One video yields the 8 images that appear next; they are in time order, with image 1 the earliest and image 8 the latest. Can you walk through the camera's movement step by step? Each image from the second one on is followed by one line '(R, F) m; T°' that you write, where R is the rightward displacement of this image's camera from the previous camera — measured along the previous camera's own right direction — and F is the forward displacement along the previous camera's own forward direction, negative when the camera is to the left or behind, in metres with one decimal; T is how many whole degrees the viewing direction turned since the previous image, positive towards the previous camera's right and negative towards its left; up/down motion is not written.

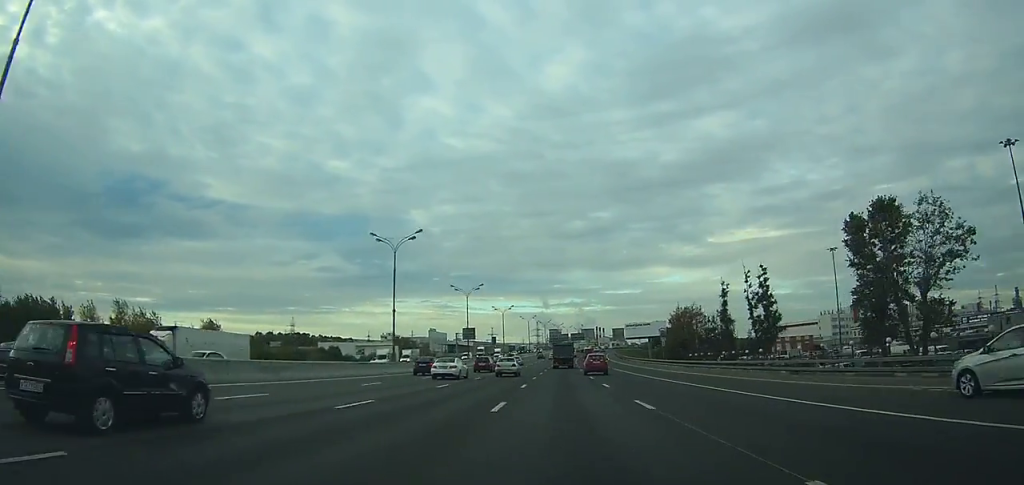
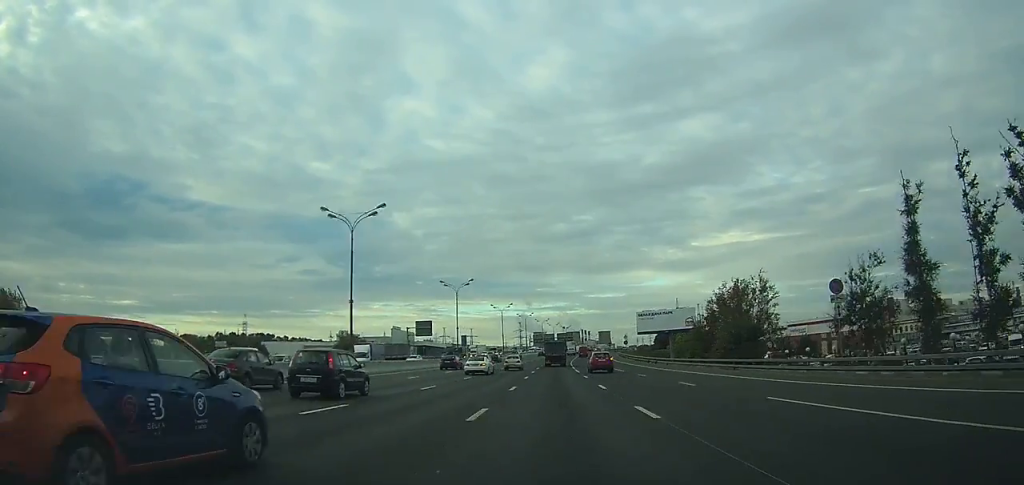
(+0.7, +49.6) m; +1°
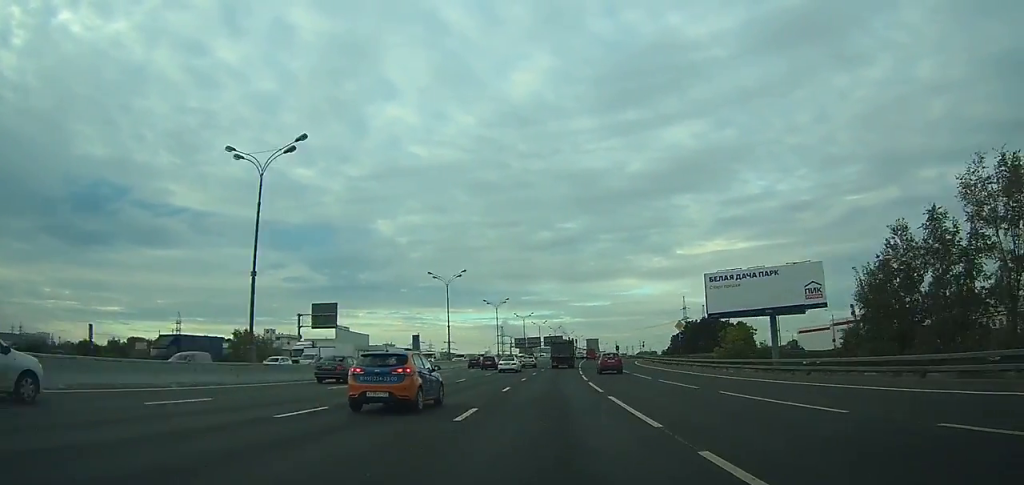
(+0.7, +62.5) m; +2°
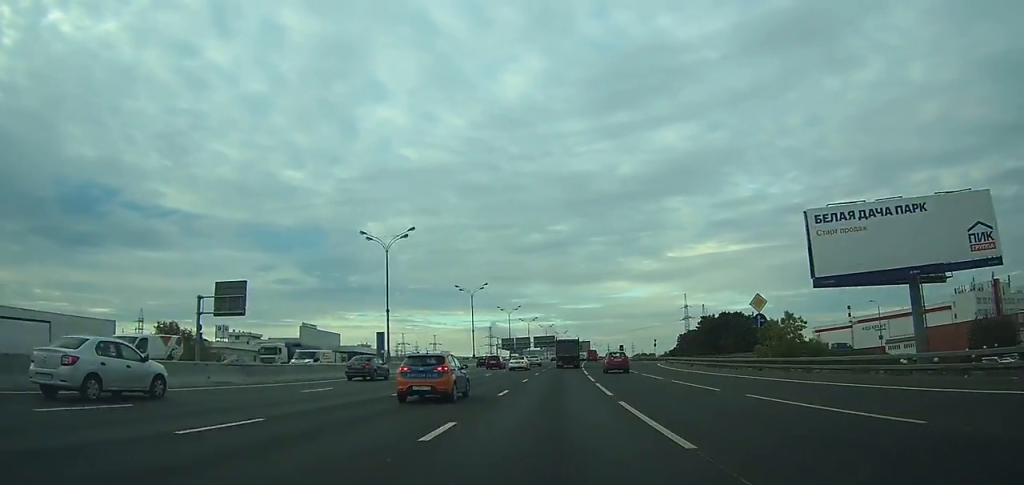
(+0.2, +26.2) m; +1°
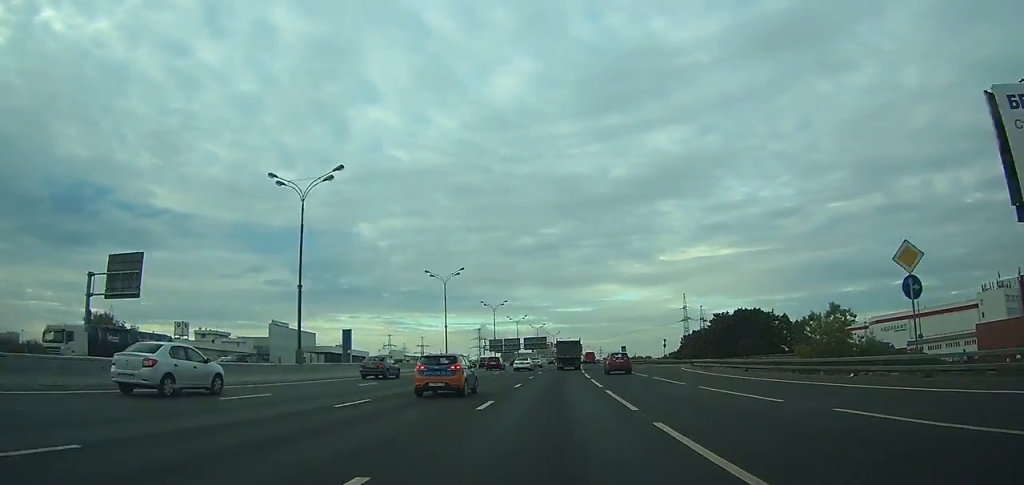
(0.0, +17.3) m; +1°
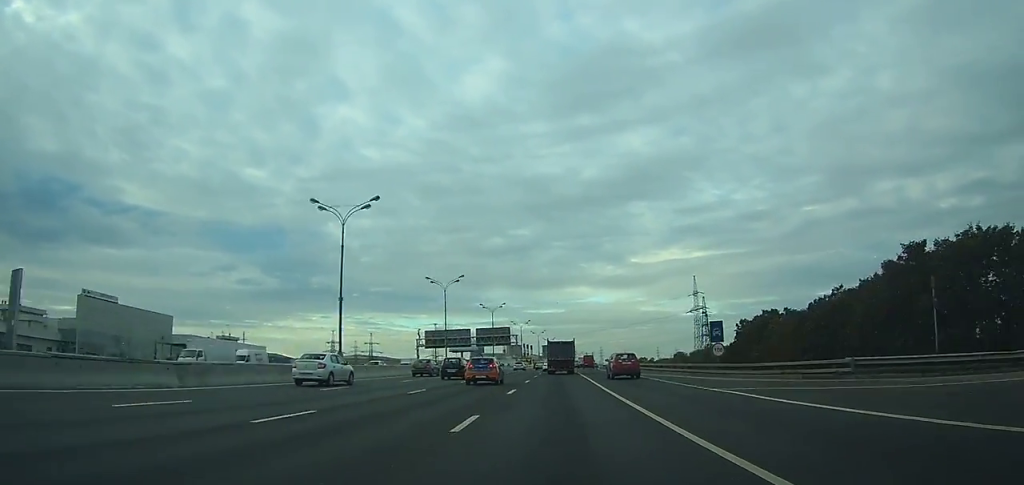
(+1.7, +73.3) m; +2°
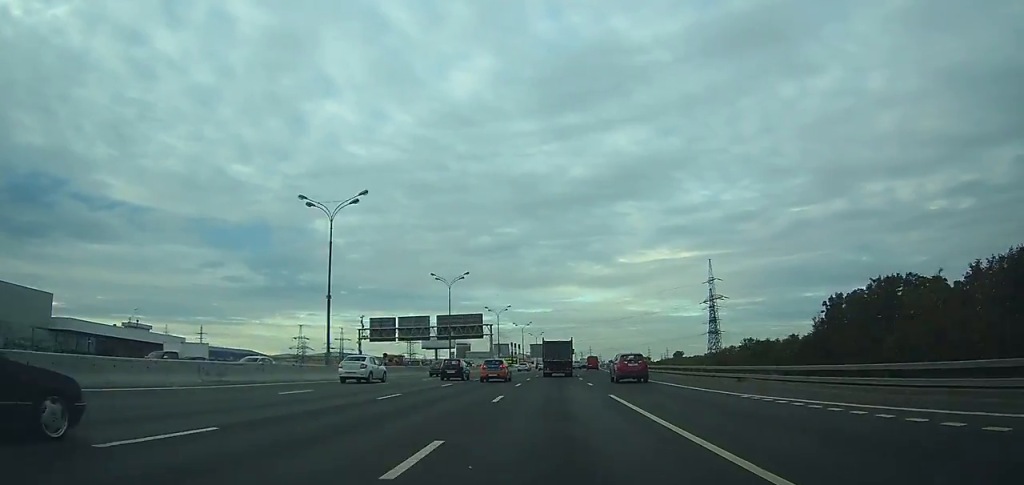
(+0.3, +40.8) m; +1°
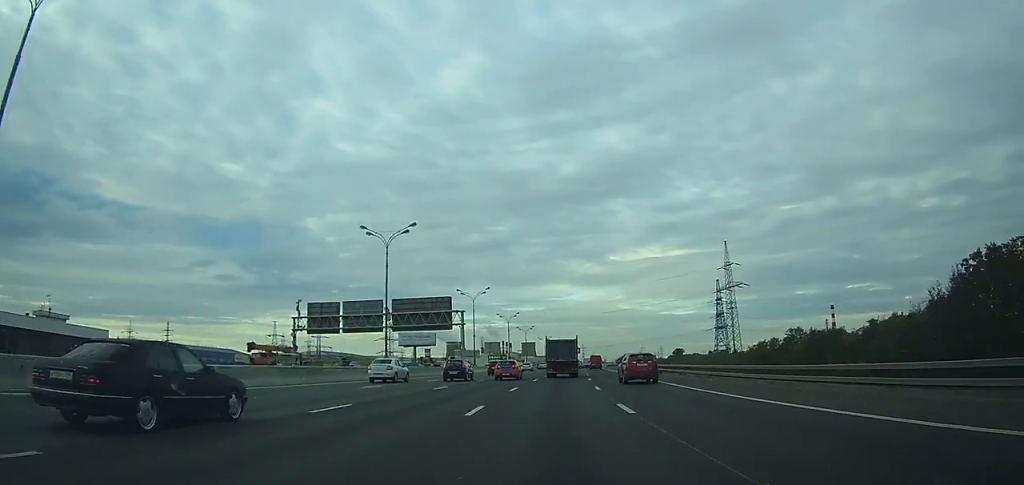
(+0.2, +28.9) m; +1°
